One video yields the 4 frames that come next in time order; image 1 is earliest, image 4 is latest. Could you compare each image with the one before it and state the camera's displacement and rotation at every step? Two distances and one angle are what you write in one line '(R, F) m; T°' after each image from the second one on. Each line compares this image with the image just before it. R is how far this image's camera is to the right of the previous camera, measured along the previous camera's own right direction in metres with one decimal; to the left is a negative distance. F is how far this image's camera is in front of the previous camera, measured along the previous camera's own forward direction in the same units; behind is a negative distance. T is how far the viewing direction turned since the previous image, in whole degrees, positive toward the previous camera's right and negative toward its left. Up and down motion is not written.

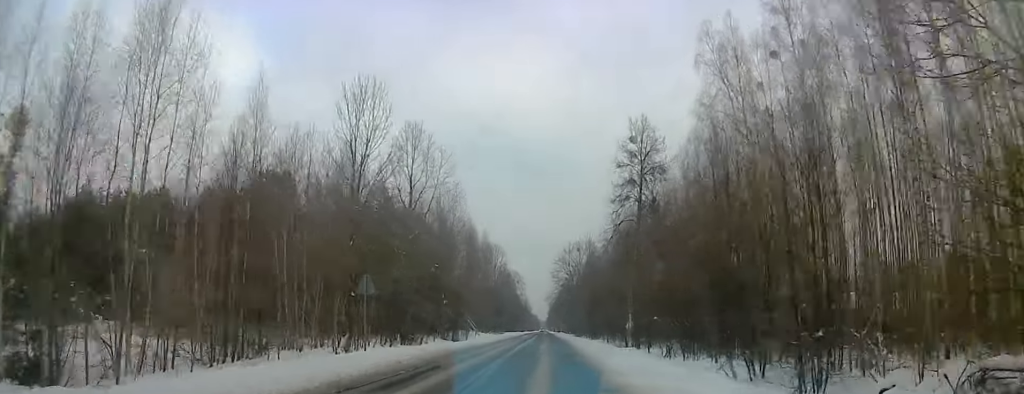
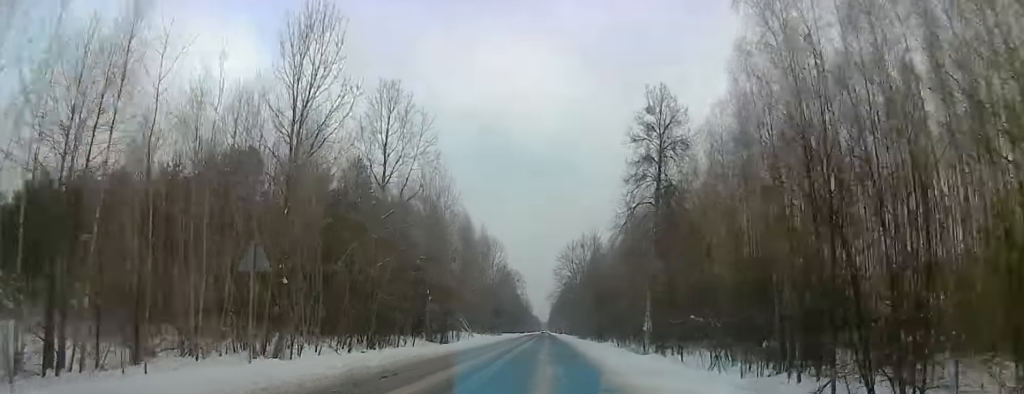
(0.0, +8.8) m; 0°
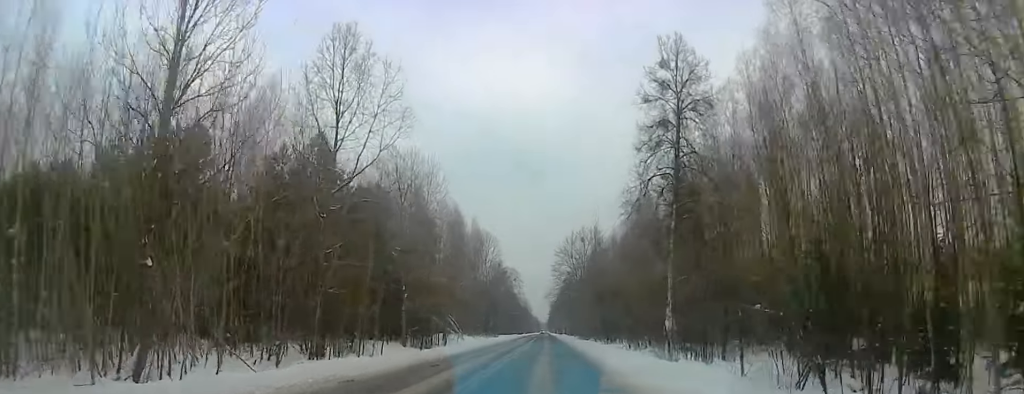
(0.0, +8.9) m; 0°
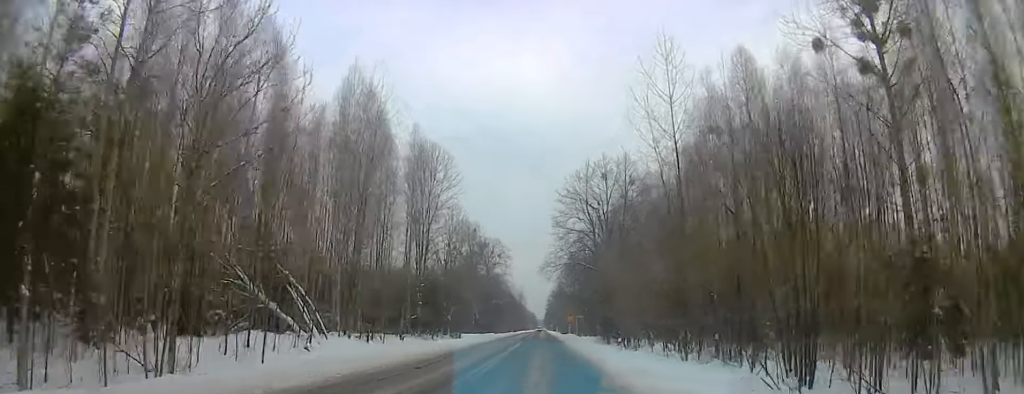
(0.0, +48.5) m; 0°
